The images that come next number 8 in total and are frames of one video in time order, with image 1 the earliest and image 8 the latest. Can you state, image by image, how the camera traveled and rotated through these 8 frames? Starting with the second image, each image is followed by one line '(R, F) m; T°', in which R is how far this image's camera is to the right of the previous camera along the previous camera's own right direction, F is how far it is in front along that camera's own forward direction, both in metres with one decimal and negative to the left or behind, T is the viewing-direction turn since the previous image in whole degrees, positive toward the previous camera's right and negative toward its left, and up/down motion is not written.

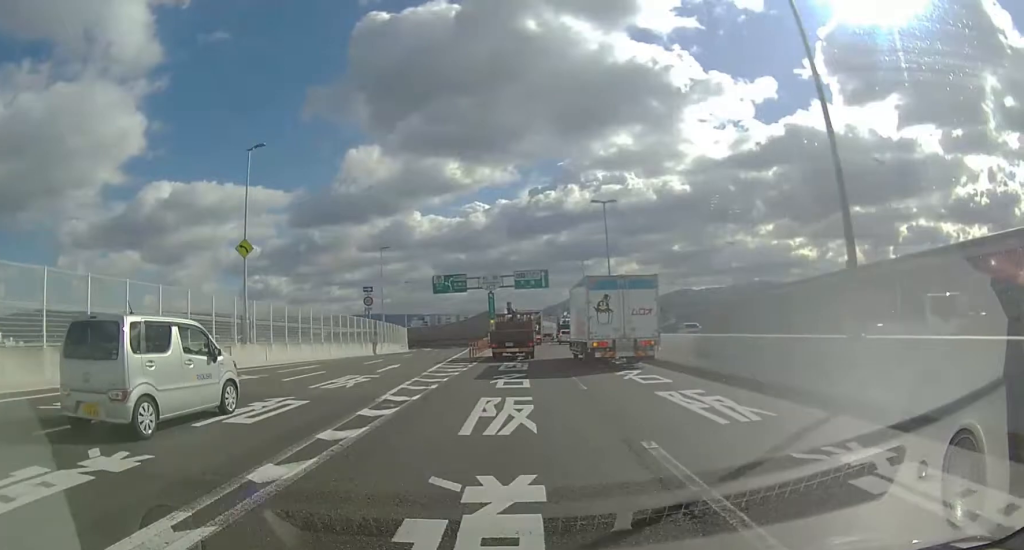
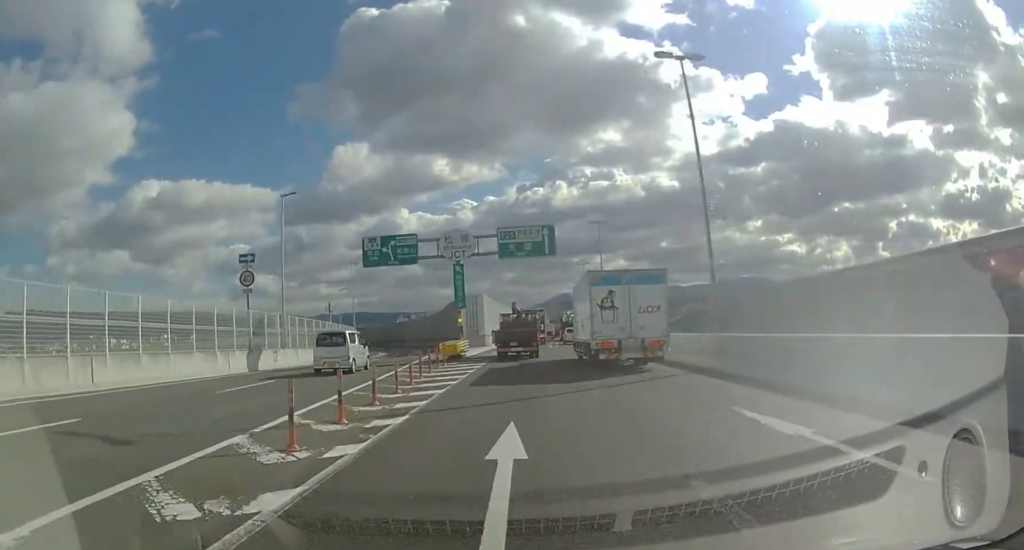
(+0.3, +21.8) m; +2°
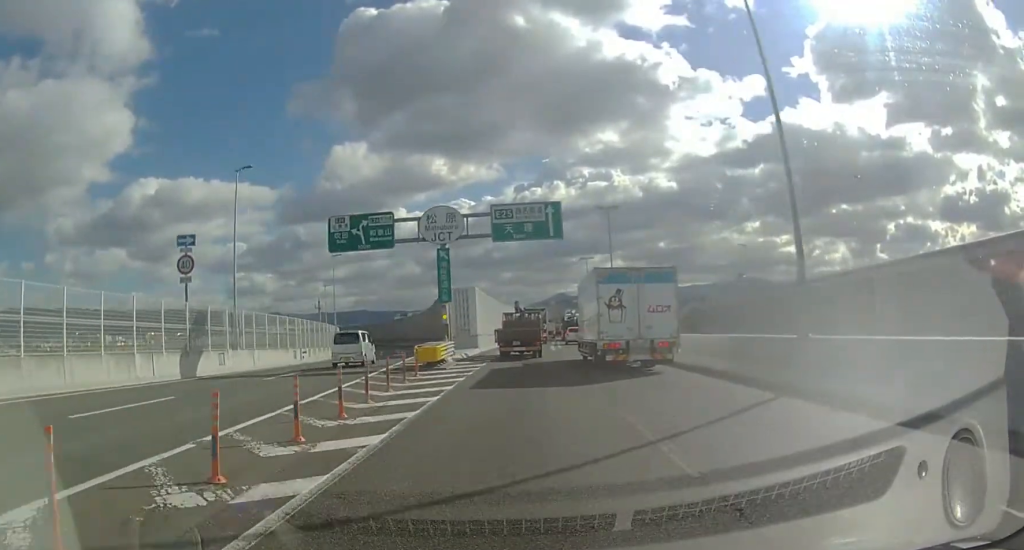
(0.0, +5.9) m; +1°
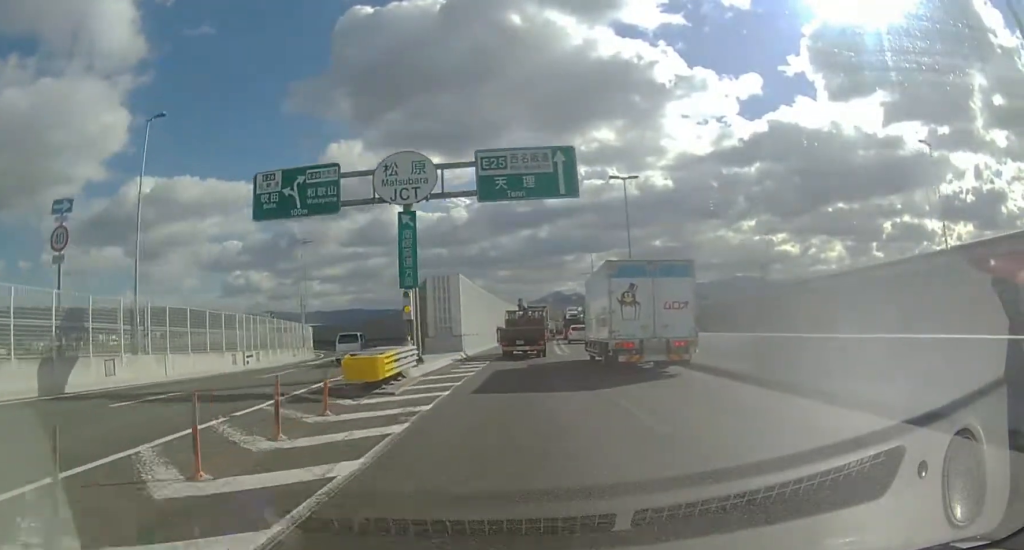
(0.0, +7.7) m; 0°
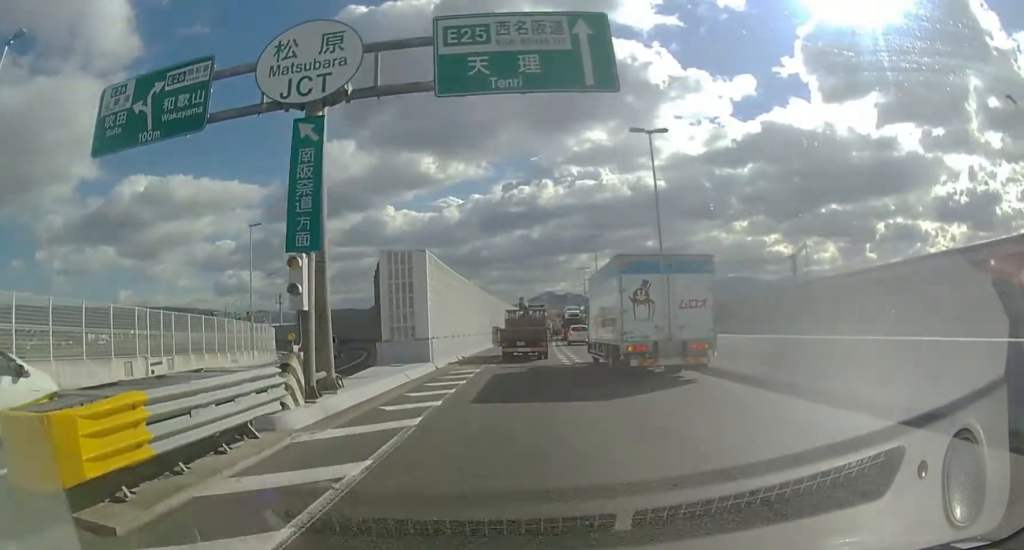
(0.0, +8.7) m; 0°
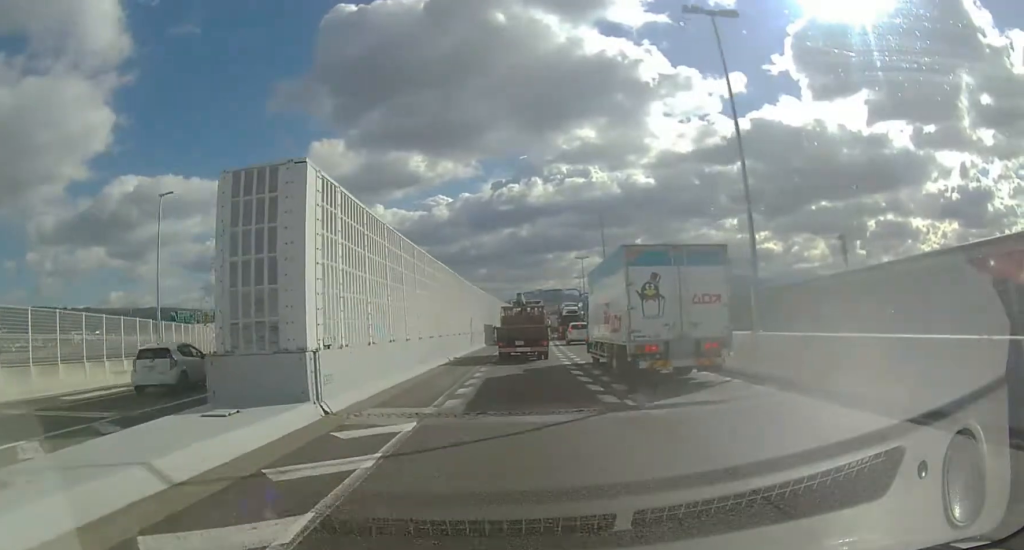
(0.0, +11.2) m; +1°
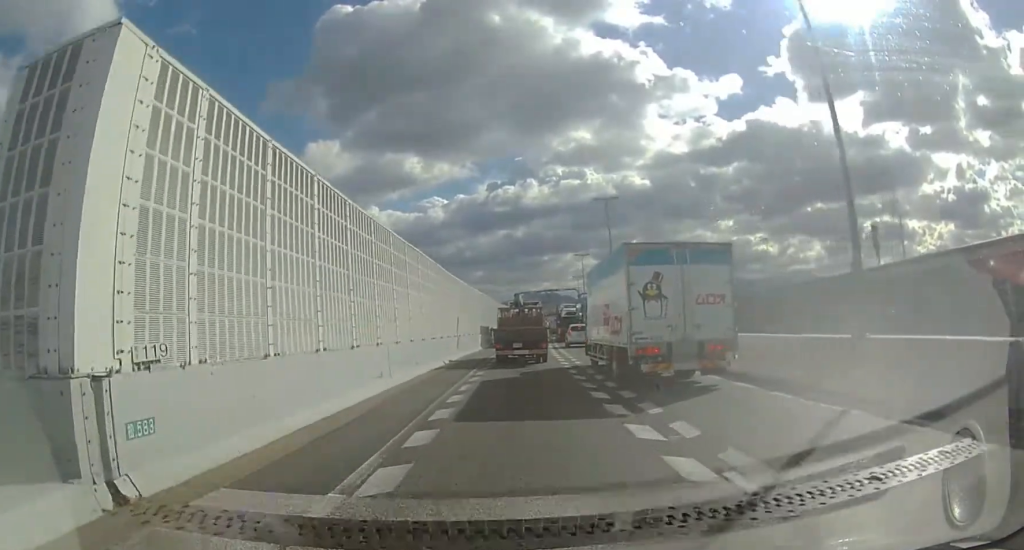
(+0.1, +5.5) m; +1°
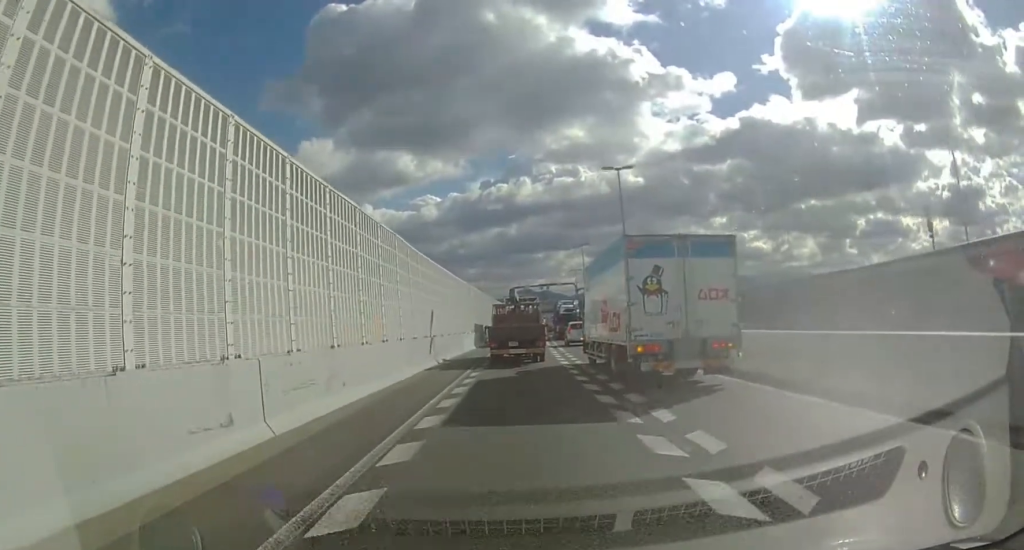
(+0.1, +7.9) m; +1°
